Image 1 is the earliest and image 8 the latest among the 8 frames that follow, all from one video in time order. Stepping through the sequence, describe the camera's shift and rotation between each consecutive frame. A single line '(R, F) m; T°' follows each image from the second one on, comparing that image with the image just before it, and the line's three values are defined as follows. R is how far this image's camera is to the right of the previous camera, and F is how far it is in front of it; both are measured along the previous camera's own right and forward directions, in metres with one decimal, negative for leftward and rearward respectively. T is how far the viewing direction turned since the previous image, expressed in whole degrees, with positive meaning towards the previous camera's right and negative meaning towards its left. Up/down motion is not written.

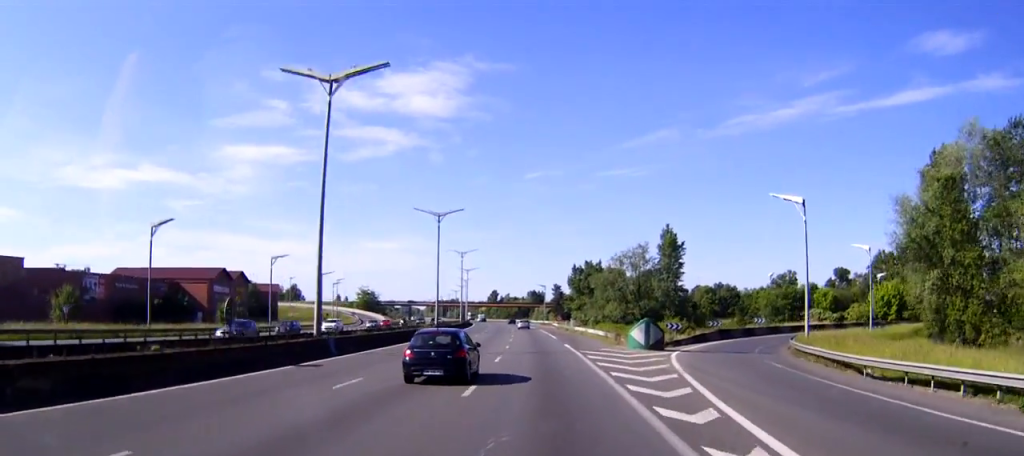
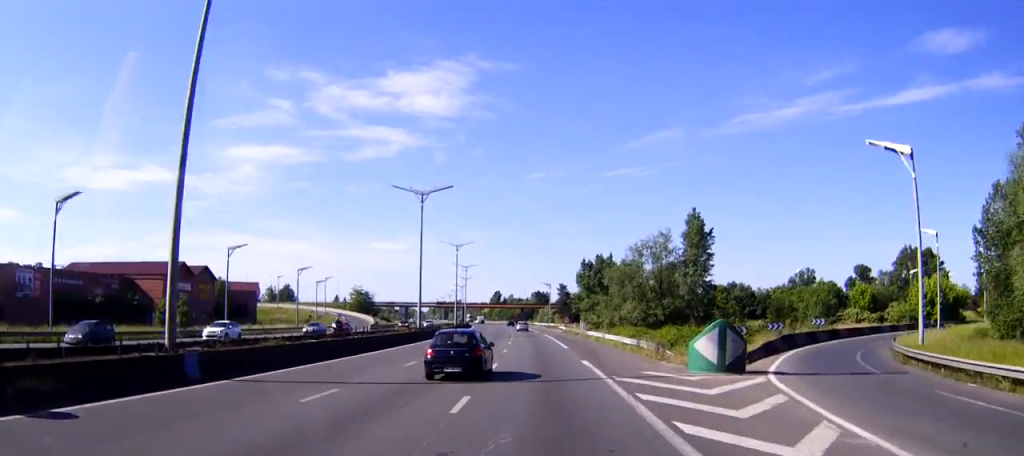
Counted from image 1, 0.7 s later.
(+0.1, +15.9) m; 0°
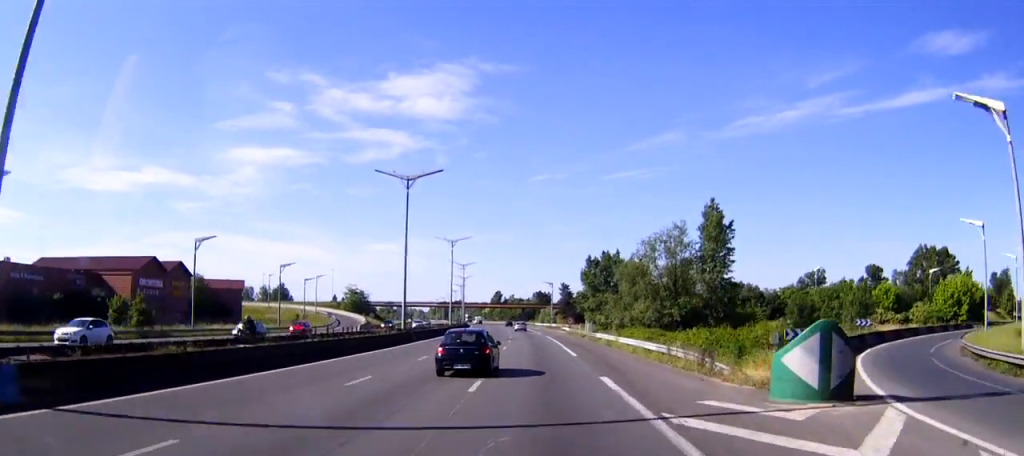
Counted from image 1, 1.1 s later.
(0.0, +9.1) m; 0°
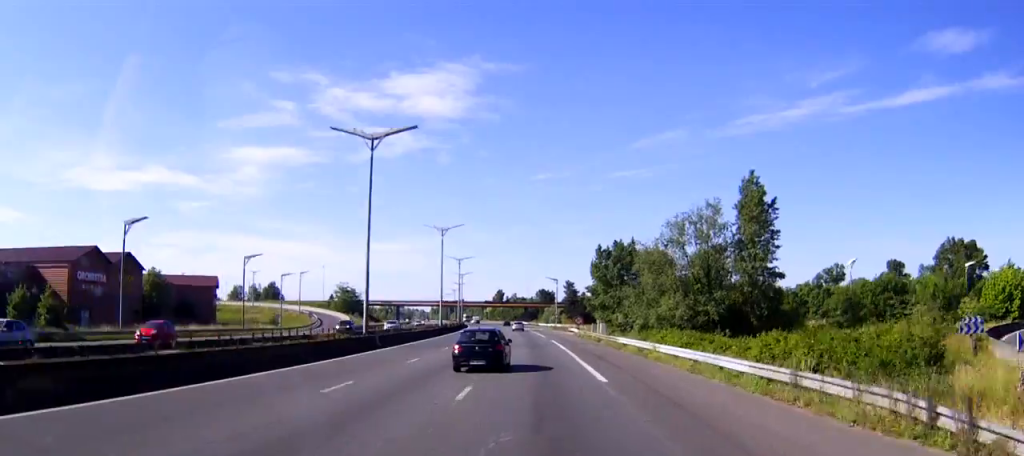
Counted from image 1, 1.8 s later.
(0.0, +15.0) m; 0°
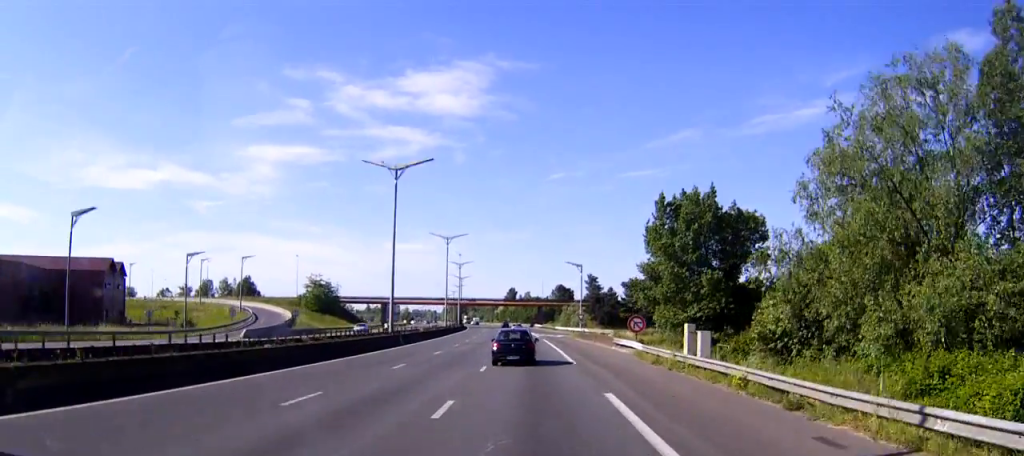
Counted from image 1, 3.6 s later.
(-0.5, +41.6) m; -1°
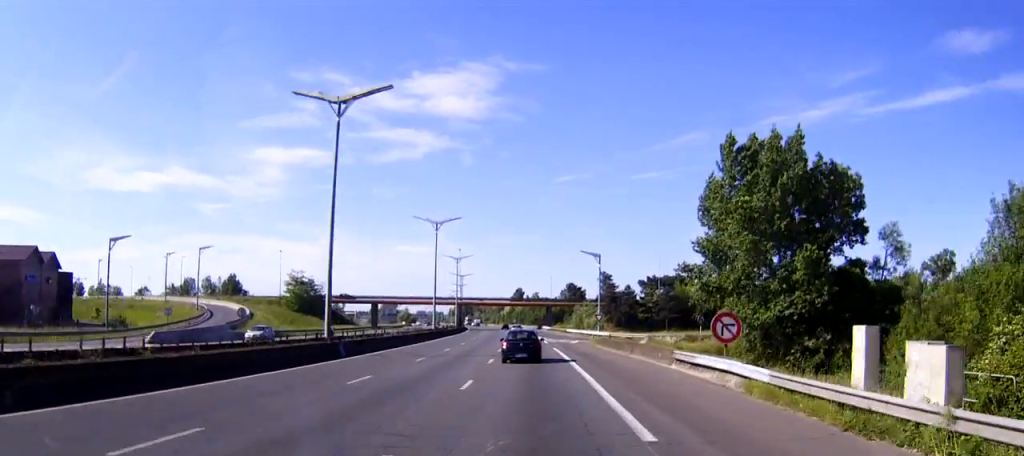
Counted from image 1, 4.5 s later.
(-0.1, +19.9) m; -1°
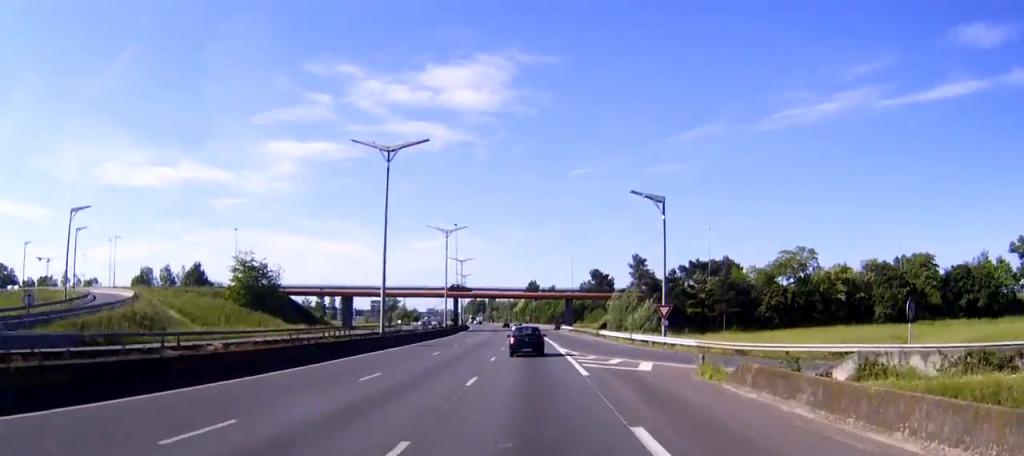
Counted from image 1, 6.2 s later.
(-0.5, +37.8) m; -1°
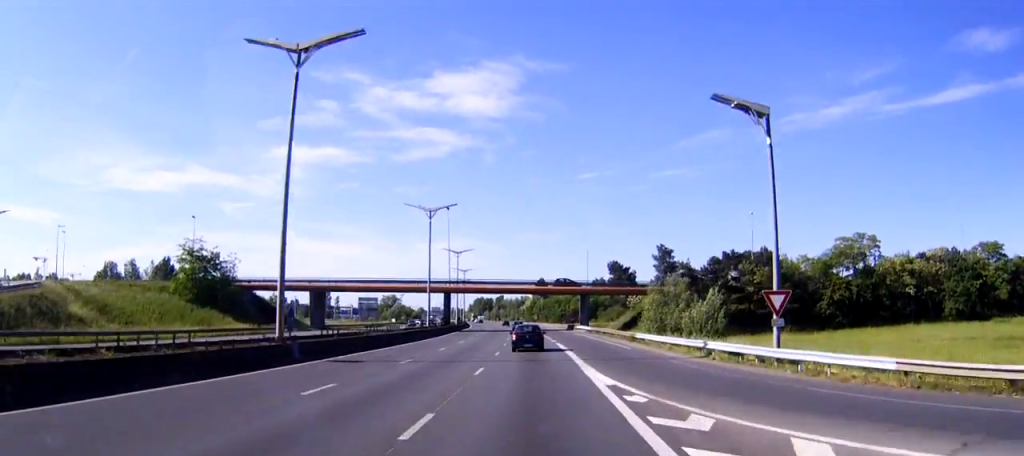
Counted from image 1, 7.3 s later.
(0.0, +23.8) m; 0°
